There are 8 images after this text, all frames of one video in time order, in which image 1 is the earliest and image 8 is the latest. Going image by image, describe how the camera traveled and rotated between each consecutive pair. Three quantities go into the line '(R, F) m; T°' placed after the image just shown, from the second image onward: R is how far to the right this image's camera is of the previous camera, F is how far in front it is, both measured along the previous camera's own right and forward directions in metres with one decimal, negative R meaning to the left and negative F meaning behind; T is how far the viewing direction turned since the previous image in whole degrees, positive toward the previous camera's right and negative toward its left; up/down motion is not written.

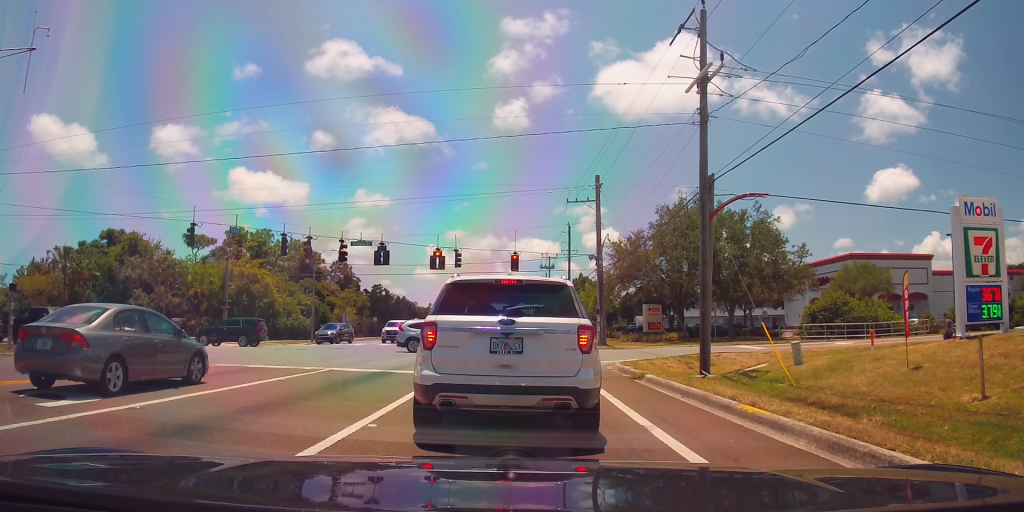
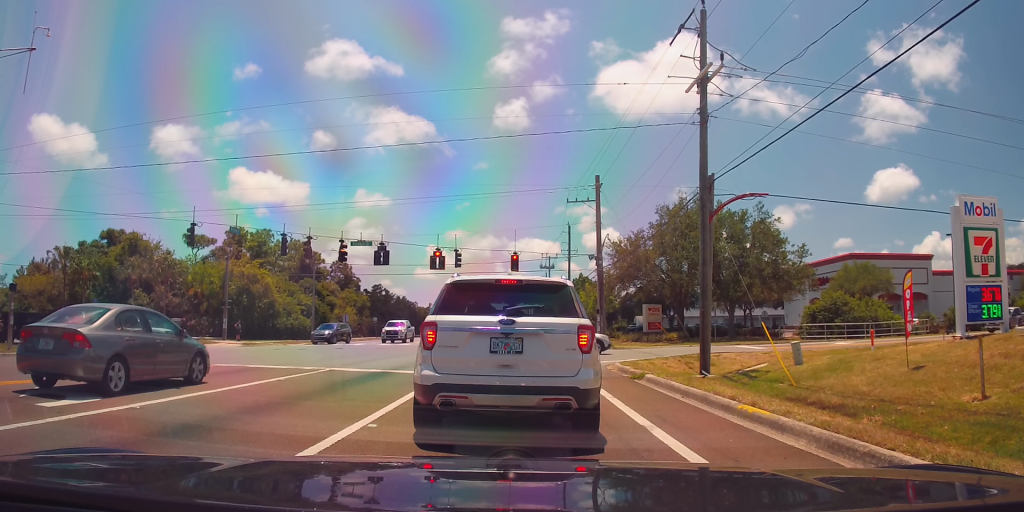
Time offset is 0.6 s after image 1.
(0.0, 0.0) m; 0°
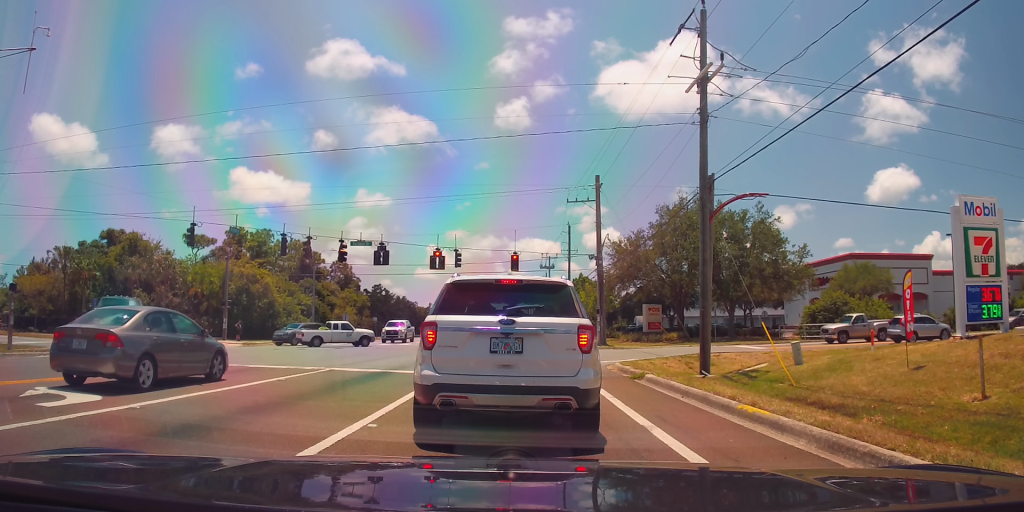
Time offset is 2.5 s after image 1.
(0.0, 0.0) m; 0°
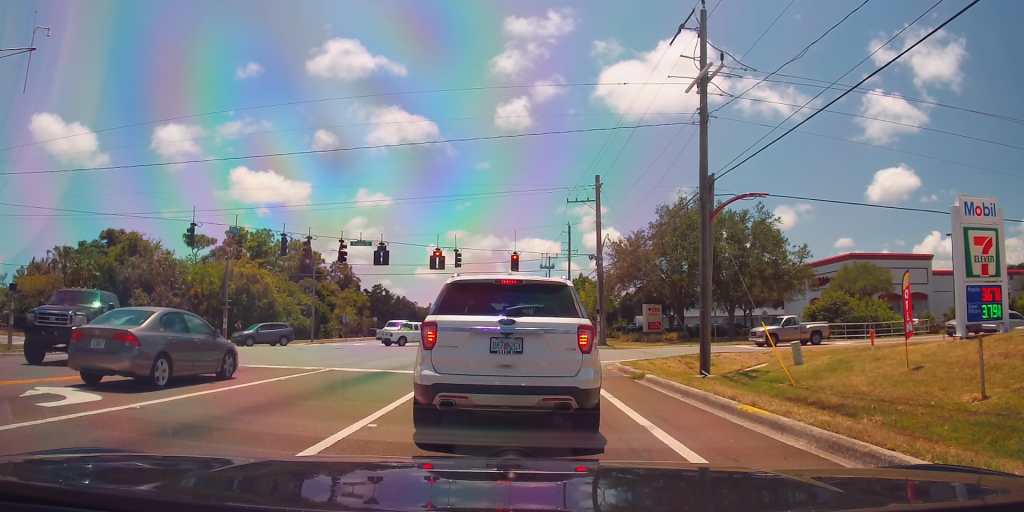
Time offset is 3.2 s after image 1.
(0.0, 0.0) m; 0°
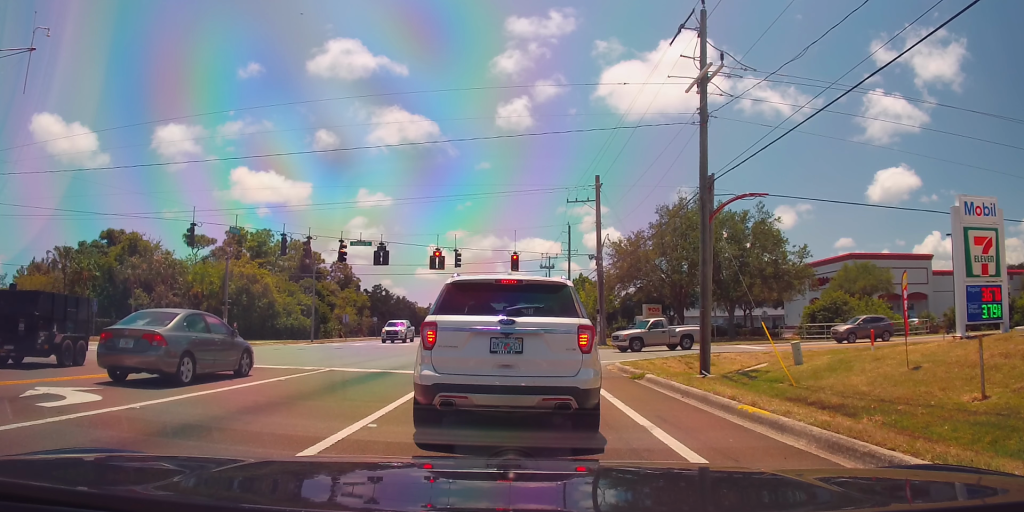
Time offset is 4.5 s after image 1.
(0.0, 0.0) m; 0°
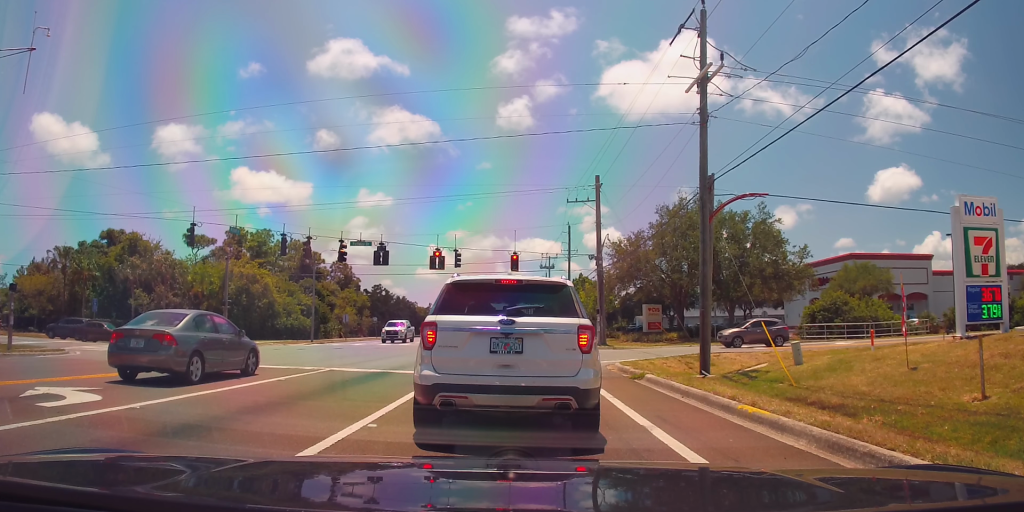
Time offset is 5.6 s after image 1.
(0.0, 0.0) m; 0°
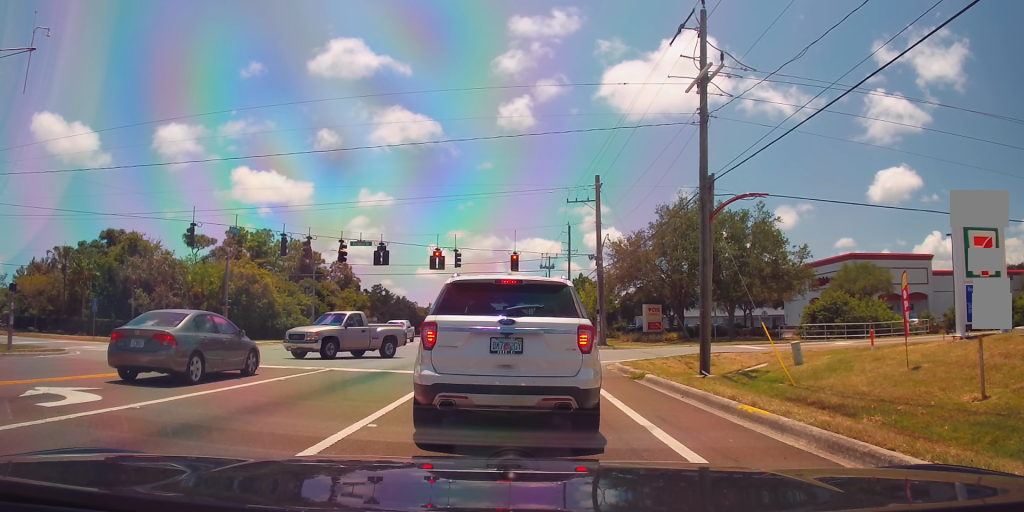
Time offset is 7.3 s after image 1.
(0.0, 0.0) m; 0°
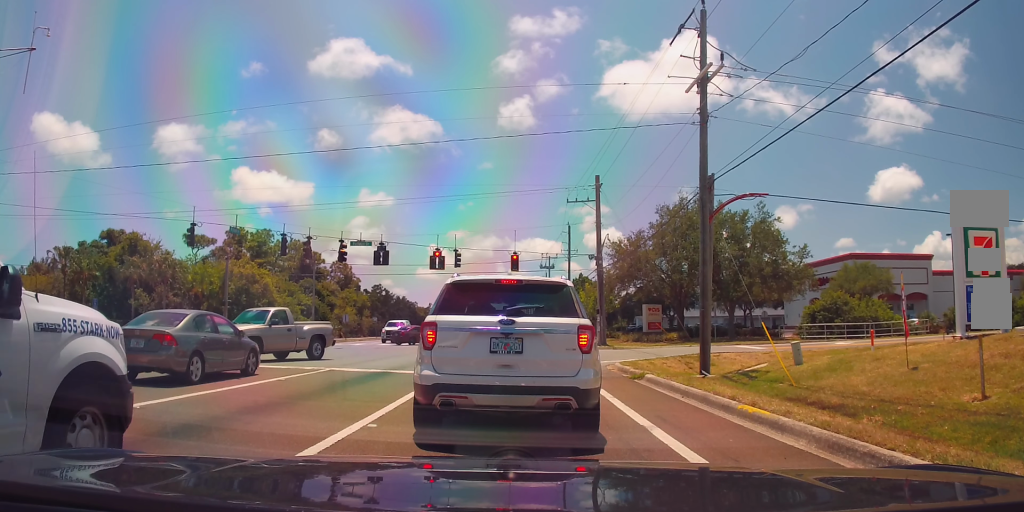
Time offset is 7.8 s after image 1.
(0.0, 0.0) m; 0°
